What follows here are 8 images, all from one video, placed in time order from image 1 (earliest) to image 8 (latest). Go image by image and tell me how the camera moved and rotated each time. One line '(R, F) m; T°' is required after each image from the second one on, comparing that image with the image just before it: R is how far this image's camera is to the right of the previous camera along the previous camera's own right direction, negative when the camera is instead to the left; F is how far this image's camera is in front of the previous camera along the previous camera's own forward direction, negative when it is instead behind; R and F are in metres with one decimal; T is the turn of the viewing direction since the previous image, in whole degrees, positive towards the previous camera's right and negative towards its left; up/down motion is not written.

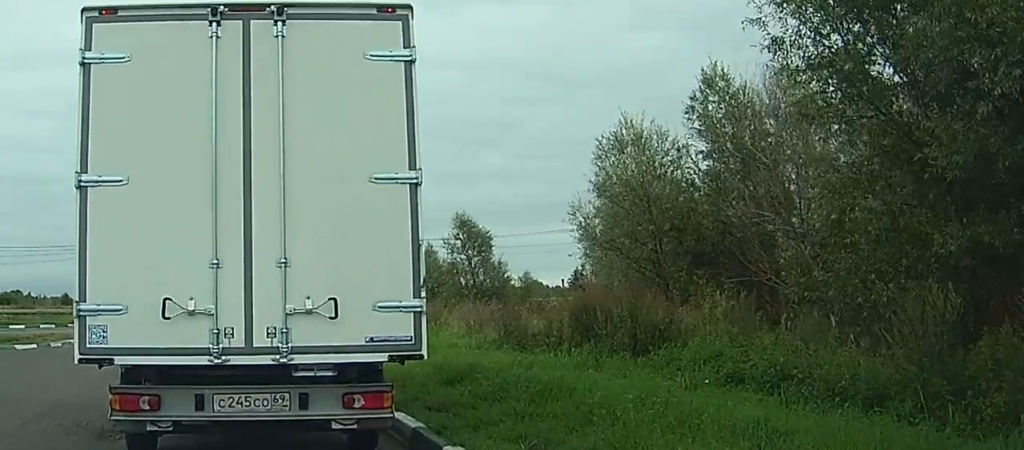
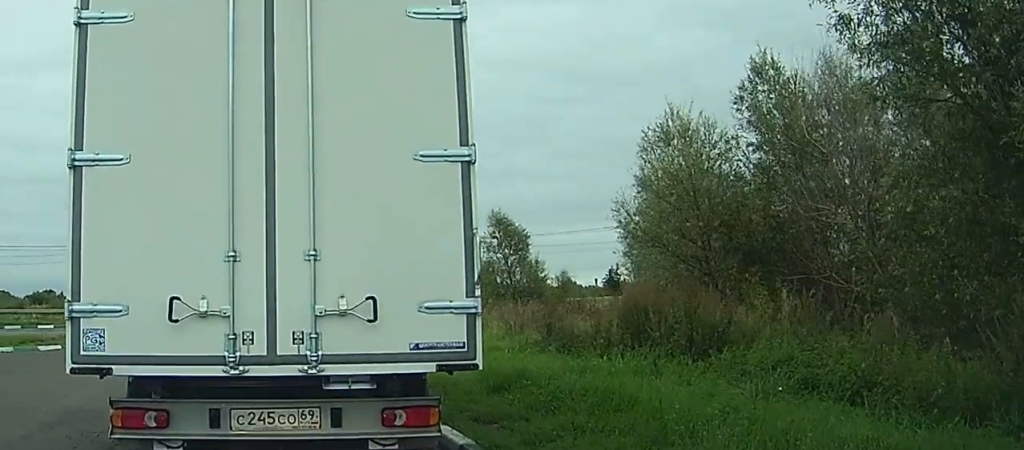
(0.0, +1.2) m; -1°
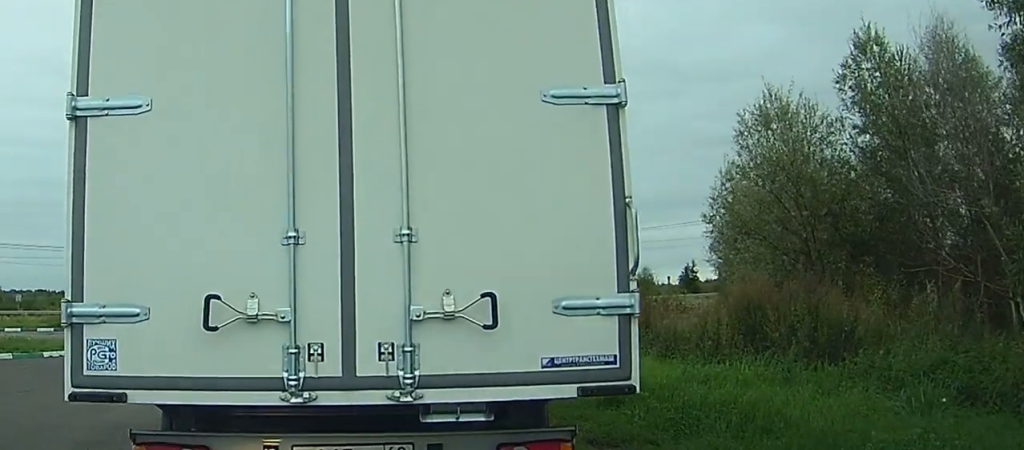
(0.0, +2.4) m; -1°
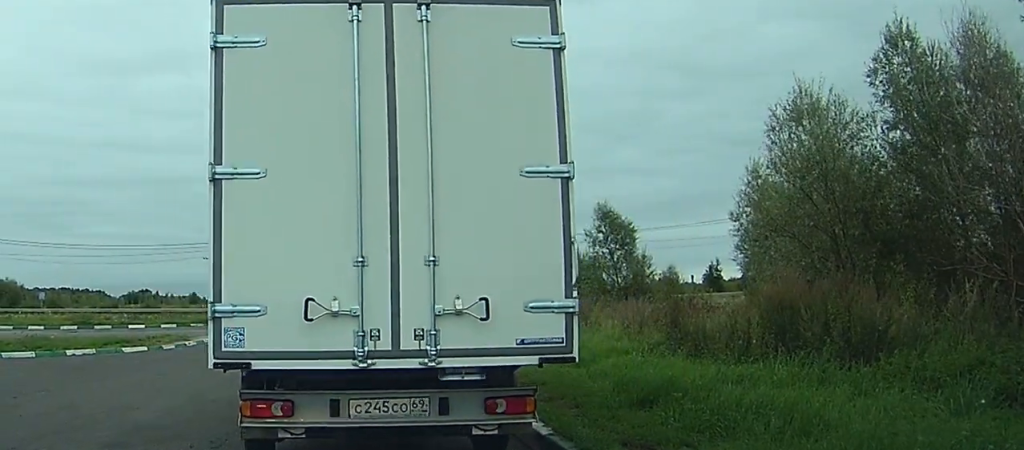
(+0.2, +3.5) m; +1°
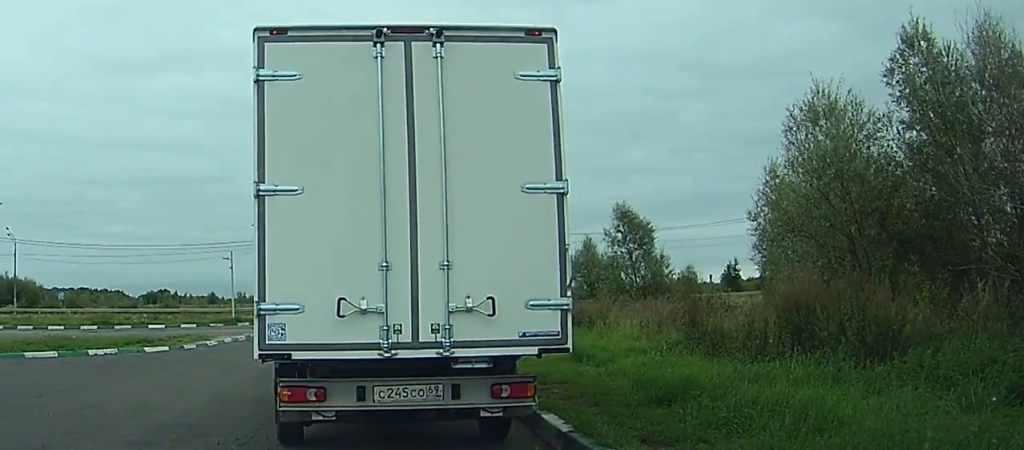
(-0.1, +0.2) m; 0°
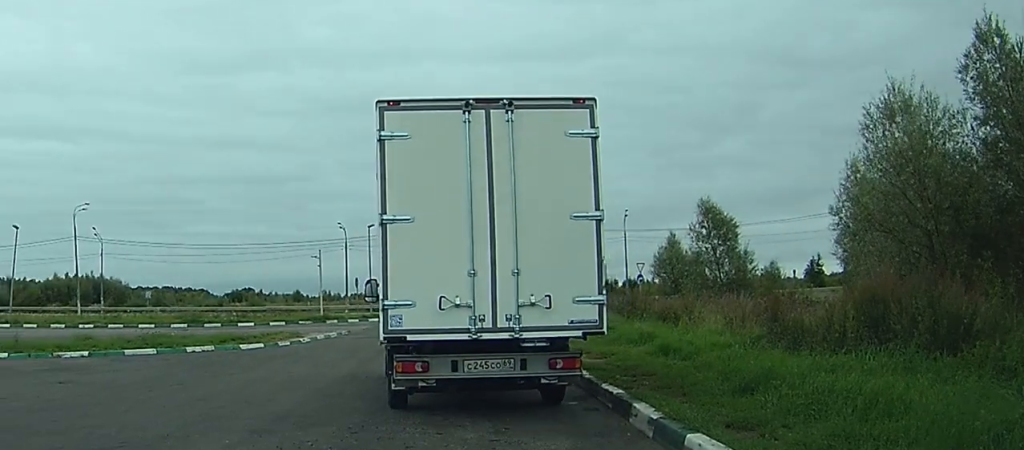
(-0.2, +0.3) m; 0°
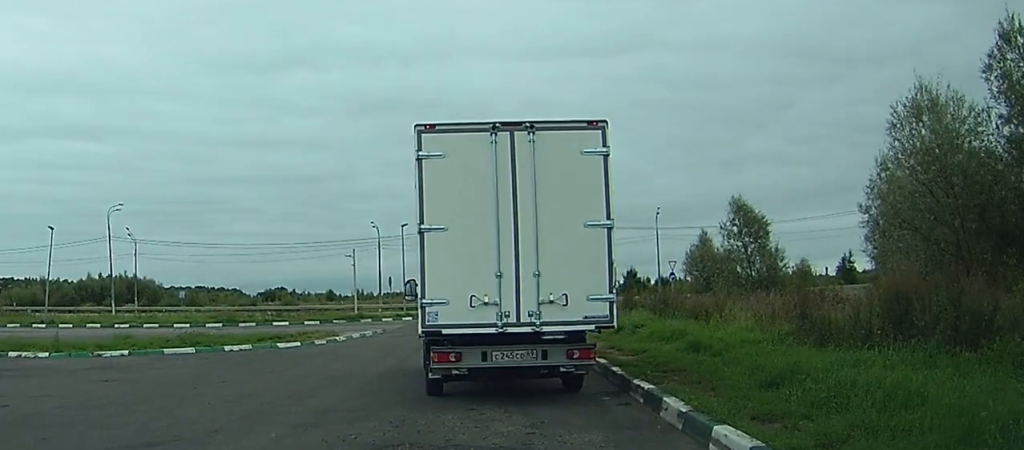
(-0.1, 0.0) m; 0°
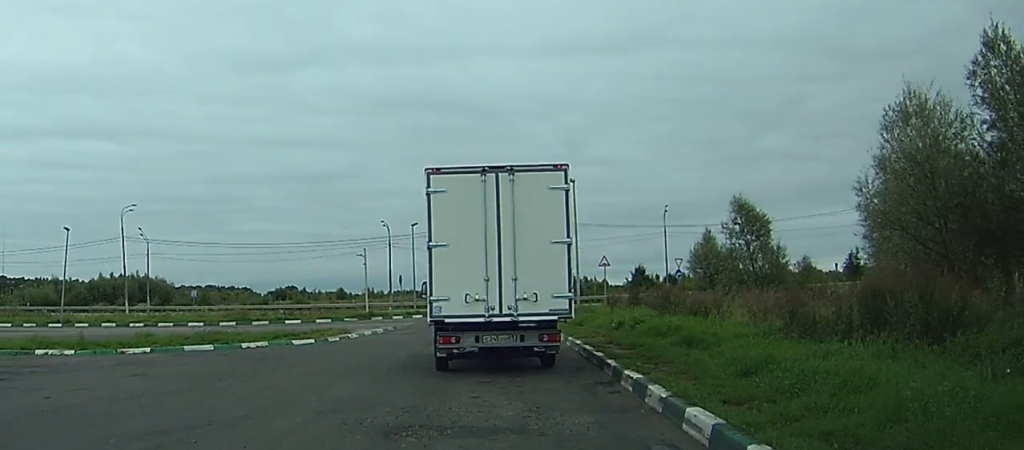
(-0.3, 0.0) m; 0°
